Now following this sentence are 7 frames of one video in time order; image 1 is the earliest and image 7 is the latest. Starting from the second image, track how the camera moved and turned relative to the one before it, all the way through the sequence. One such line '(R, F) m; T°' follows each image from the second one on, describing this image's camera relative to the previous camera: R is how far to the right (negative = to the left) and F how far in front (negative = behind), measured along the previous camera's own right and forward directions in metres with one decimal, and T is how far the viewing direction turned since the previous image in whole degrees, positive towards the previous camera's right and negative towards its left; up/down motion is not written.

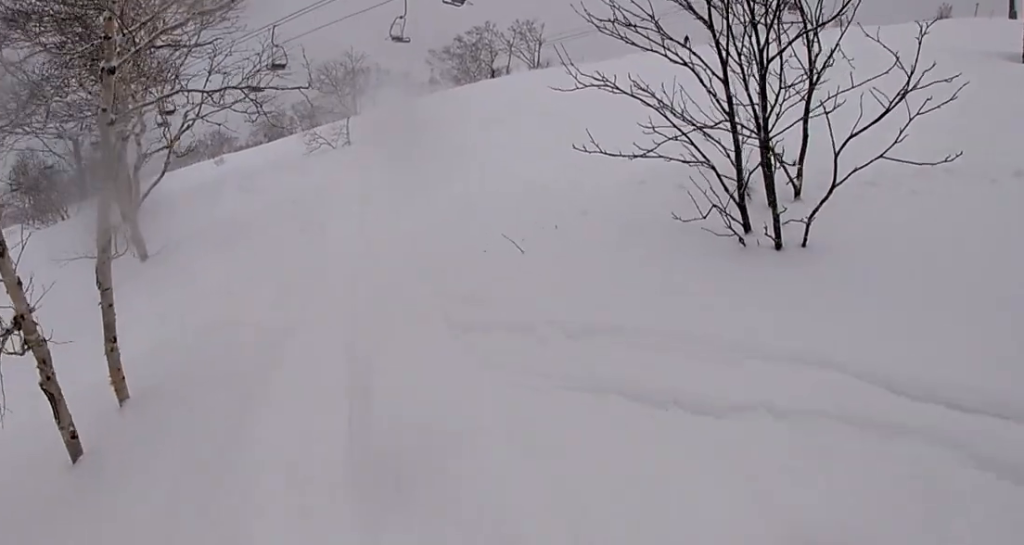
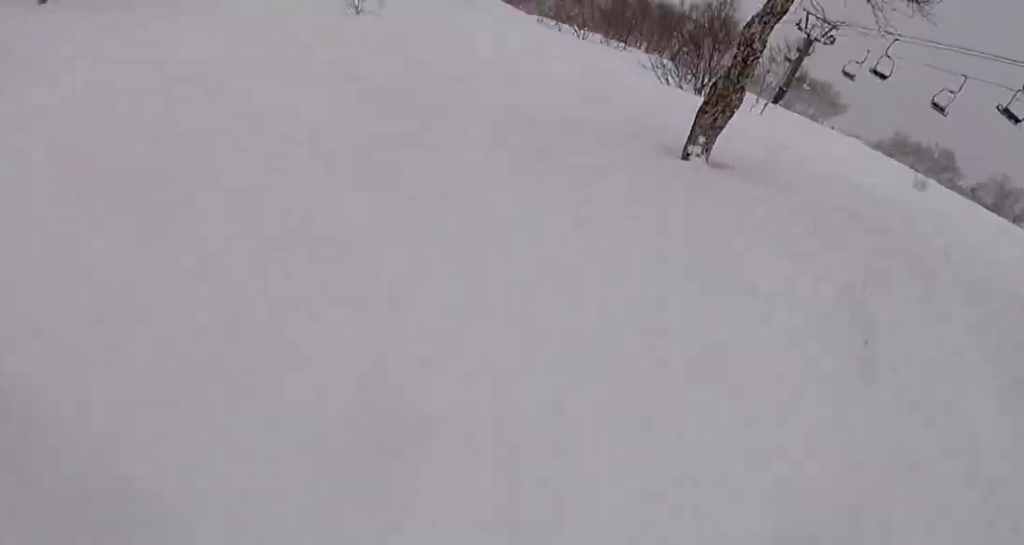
(-3.6, +9.1) m; -65°
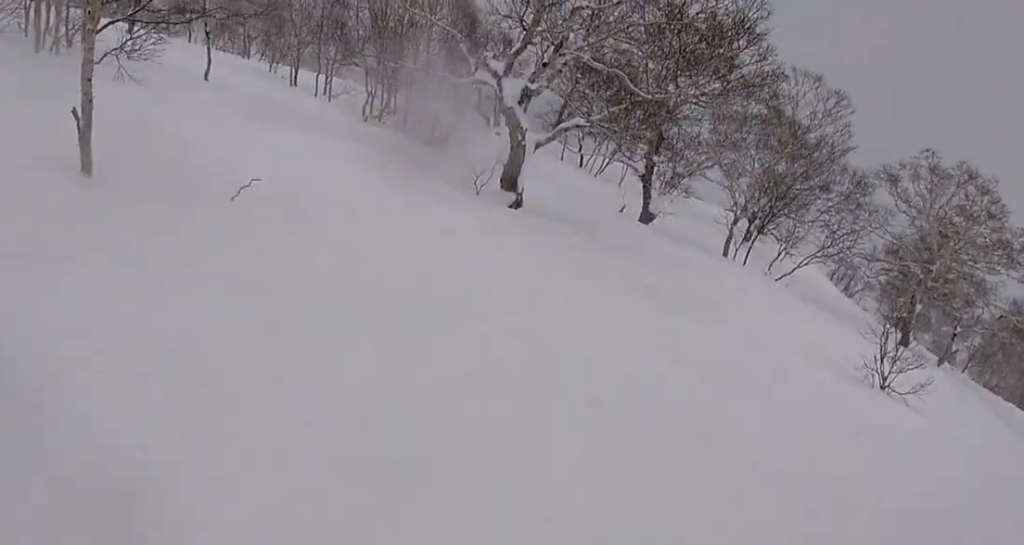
(-2.4, +4.8) m; -43°
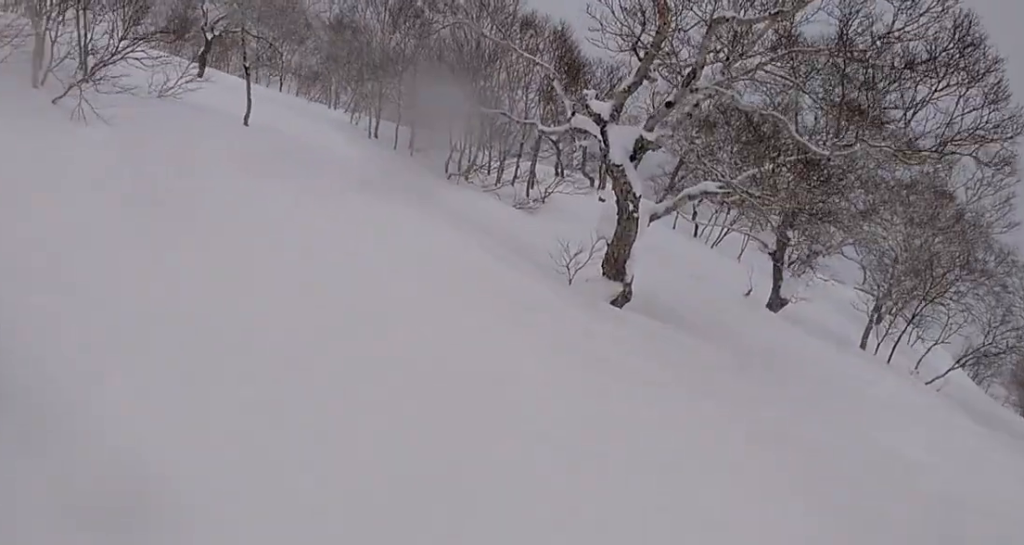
(-0.7, +3.7) m; -14°
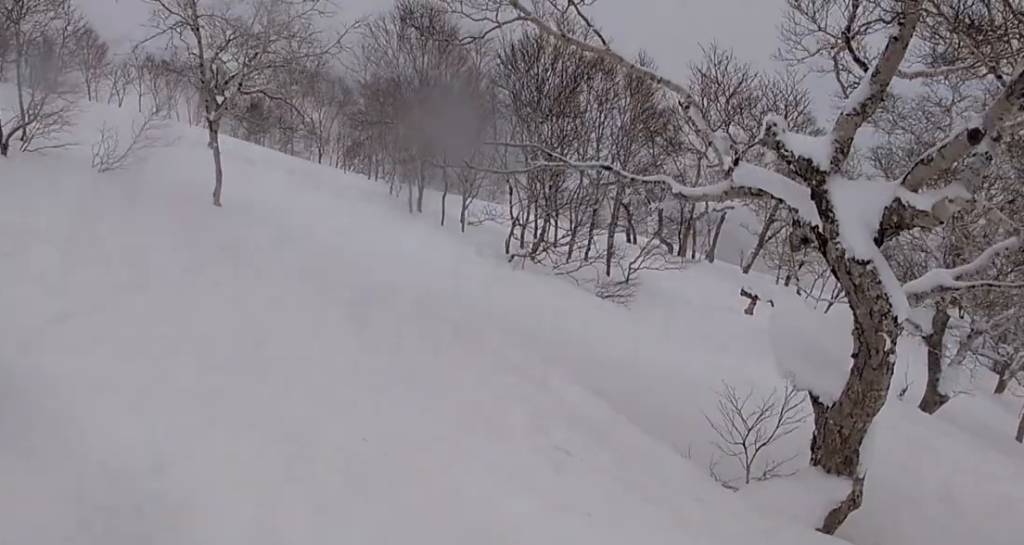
(-0.5, +4.8) m; -12°
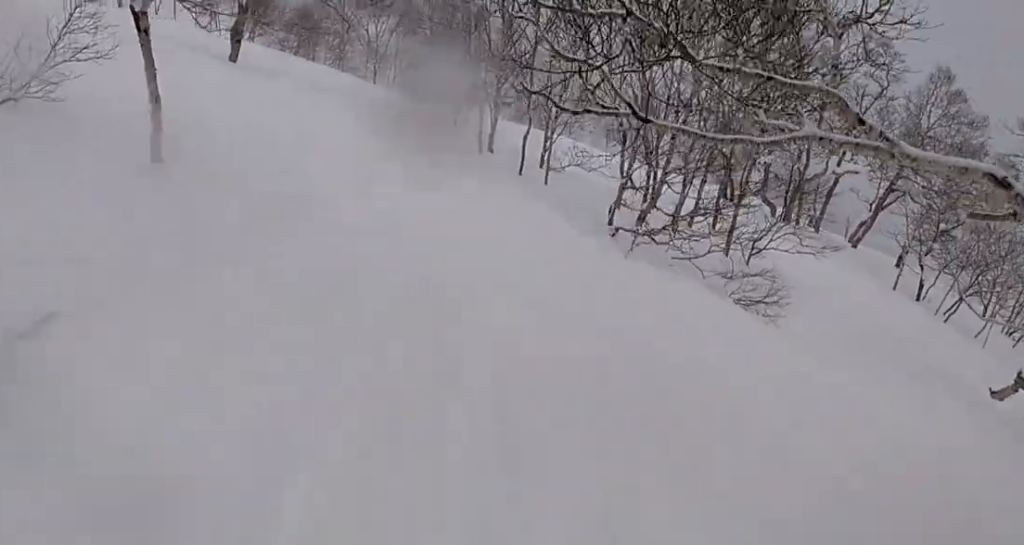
(-0.2, +4.1) m; -14°
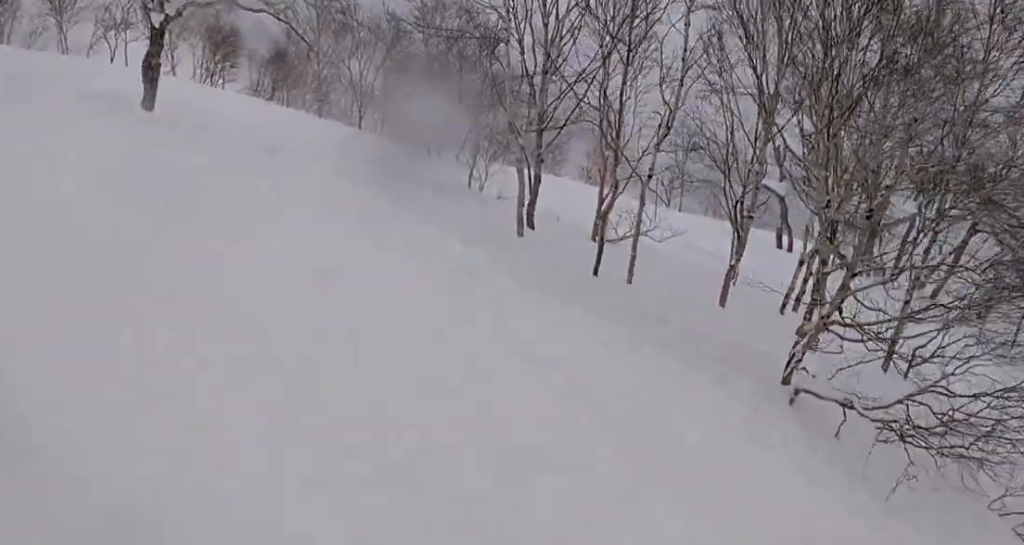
(-1.2, +5.5) m; -6°
